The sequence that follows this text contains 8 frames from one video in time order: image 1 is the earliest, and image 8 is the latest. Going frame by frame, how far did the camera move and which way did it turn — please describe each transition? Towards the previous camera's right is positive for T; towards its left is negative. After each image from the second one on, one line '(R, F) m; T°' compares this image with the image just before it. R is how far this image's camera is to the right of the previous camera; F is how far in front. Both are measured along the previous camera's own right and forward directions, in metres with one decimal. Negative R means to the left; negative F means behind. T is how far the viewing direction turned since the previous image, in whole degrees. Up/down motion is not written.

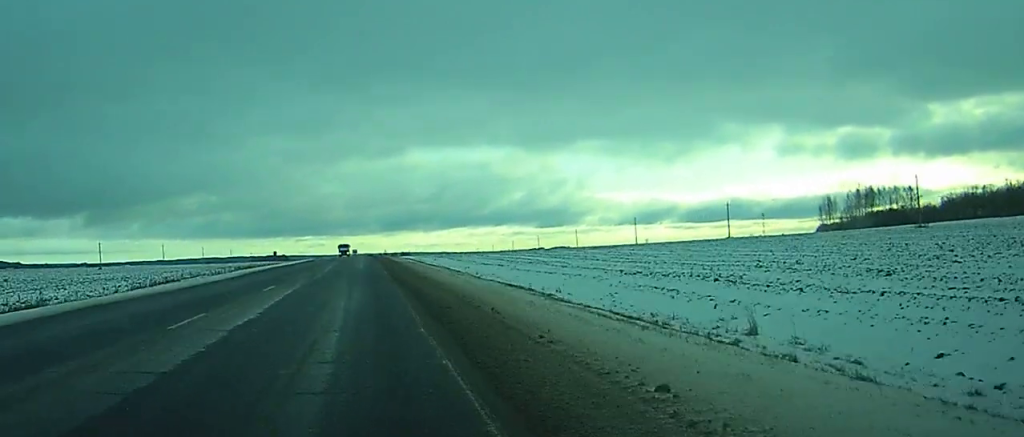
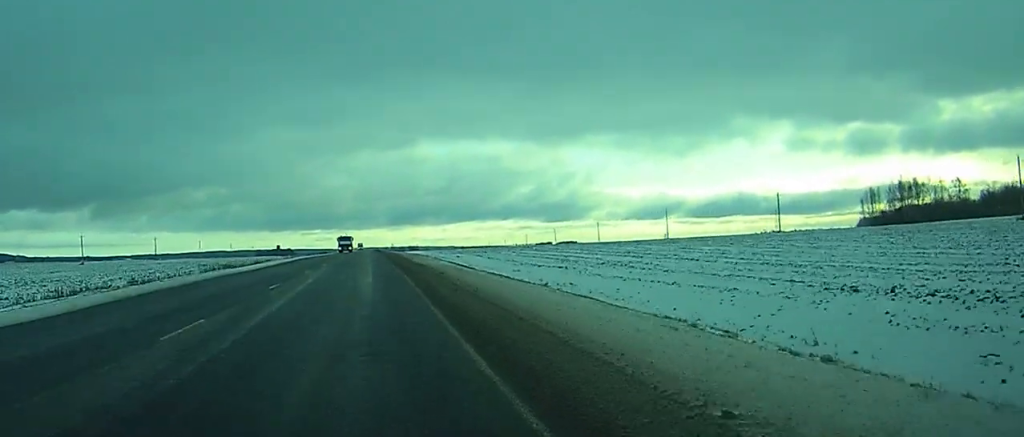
(-0.1, +25.6) m; 0°
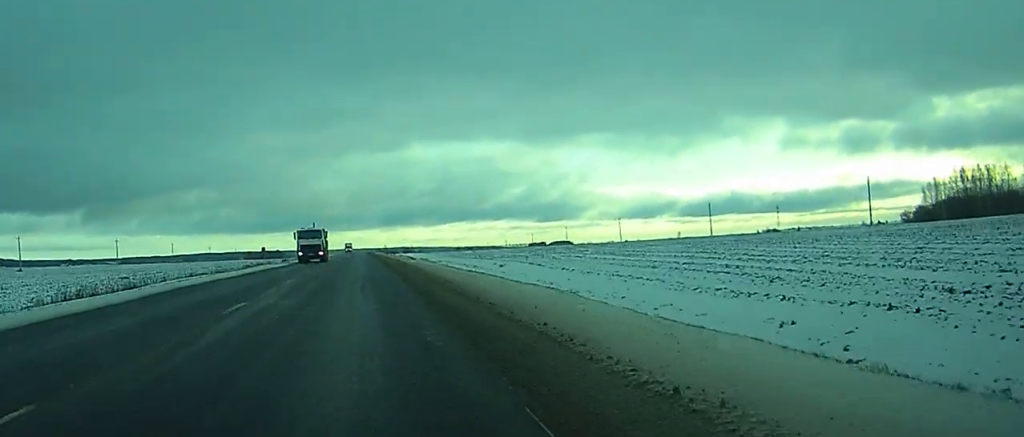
(-0.1, +43.2) m; 0°
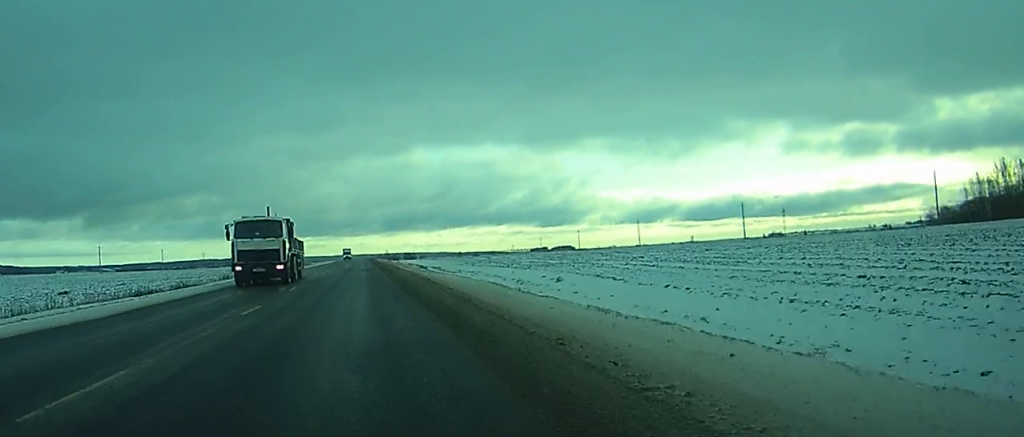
(0.0, +21.1) m; 0°
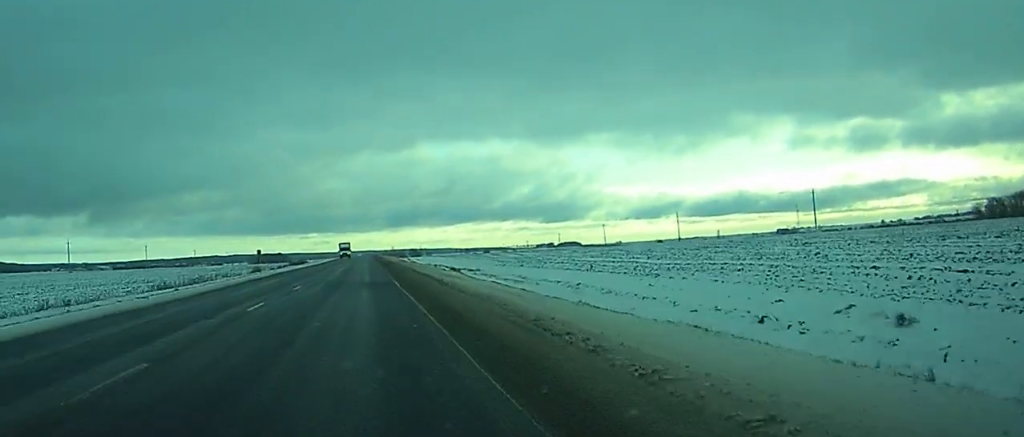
(+0.1, +34.4) m; 0°
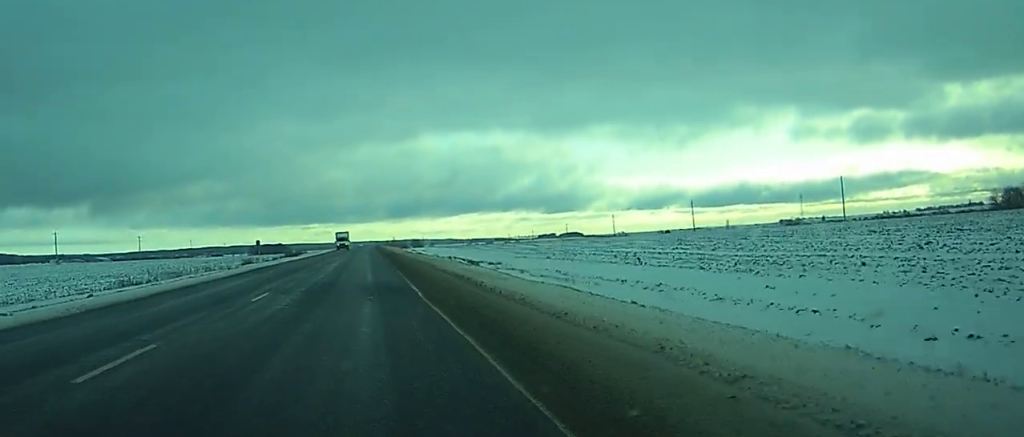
(0.0, +11.5) m; 0°
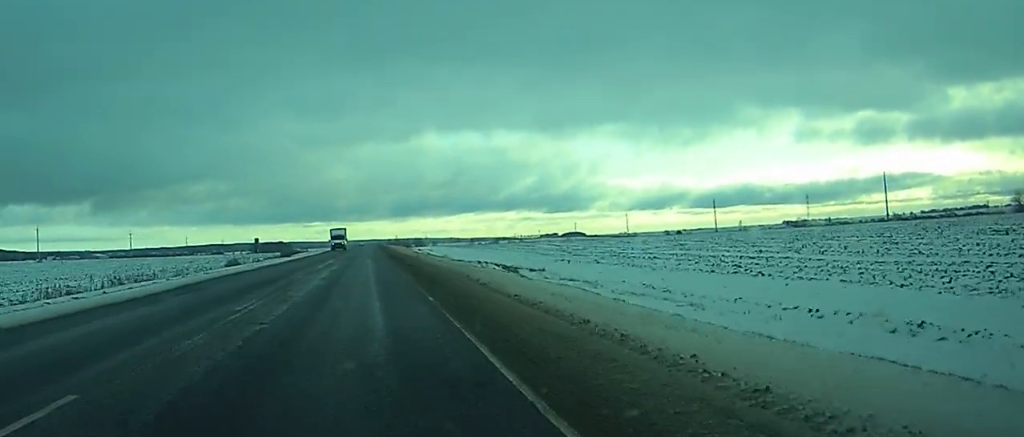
(-0.1, +15.1) m; 0°
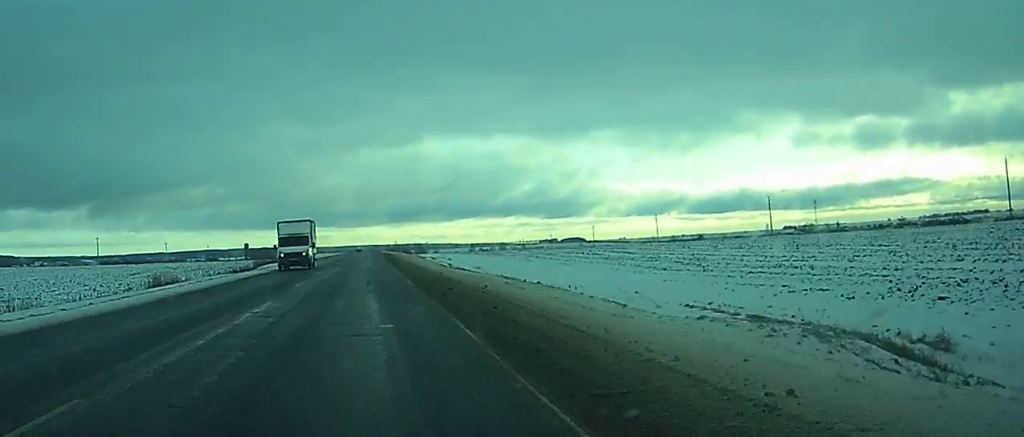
(-0.1, +35.6) m; 0°
